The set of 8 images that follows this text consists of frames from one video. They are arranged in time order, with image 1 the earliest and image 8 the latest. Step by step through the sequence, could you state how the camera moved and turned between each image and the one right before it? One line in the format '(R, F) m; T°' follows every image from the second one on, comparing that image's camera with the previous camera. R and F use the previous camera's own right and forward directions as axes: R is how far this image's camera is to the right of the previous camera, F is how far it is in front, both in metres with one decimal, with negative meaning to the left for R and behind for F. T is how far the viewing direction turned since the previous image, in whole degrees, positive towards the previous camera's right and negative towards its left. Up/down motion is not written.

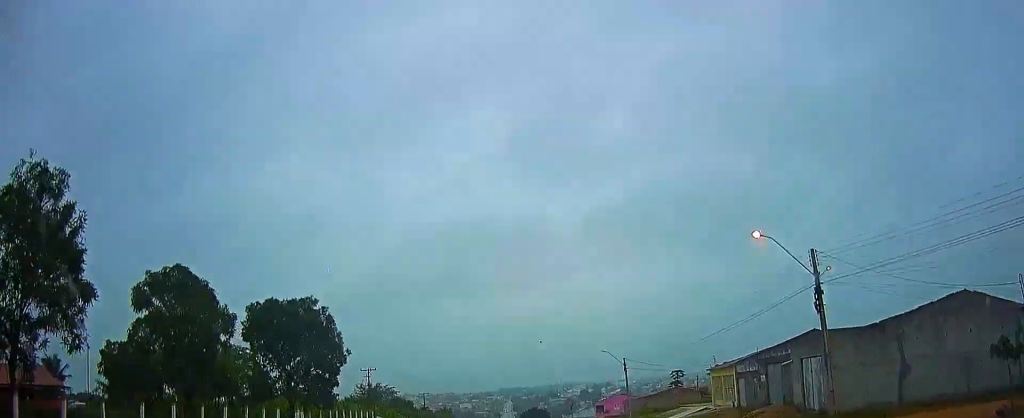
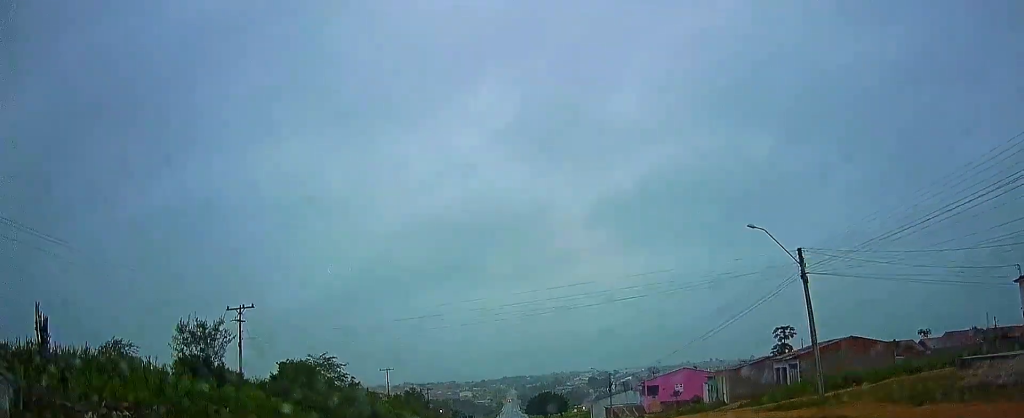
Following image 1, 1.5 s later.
(+0.7, +43.9) m; +1°
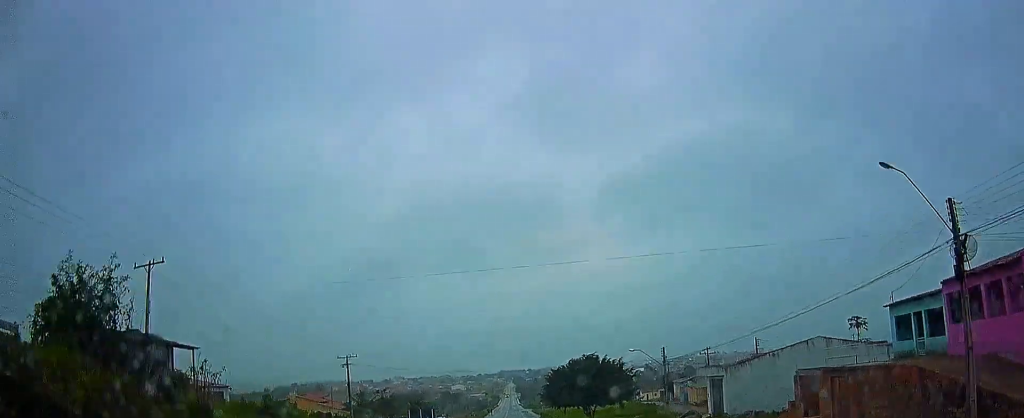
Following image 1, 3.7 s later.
(-1.3, +65.3) m; -2°
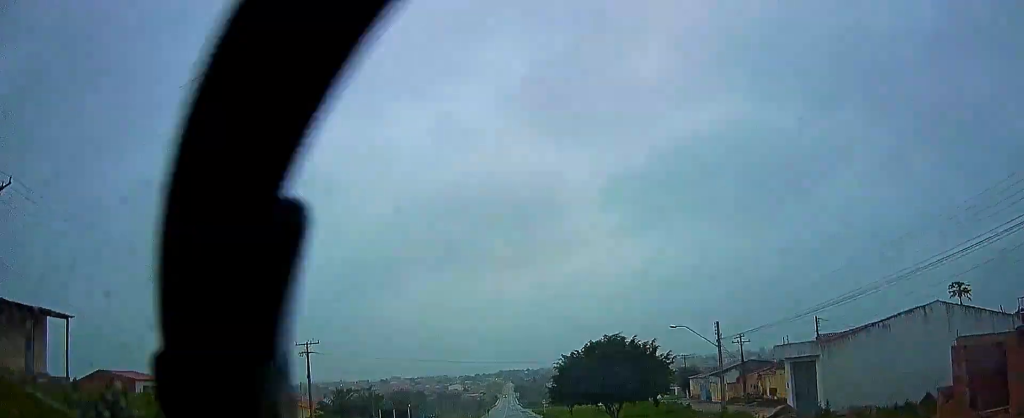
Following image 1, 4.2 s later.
(0.0, +13.6) m; 0°
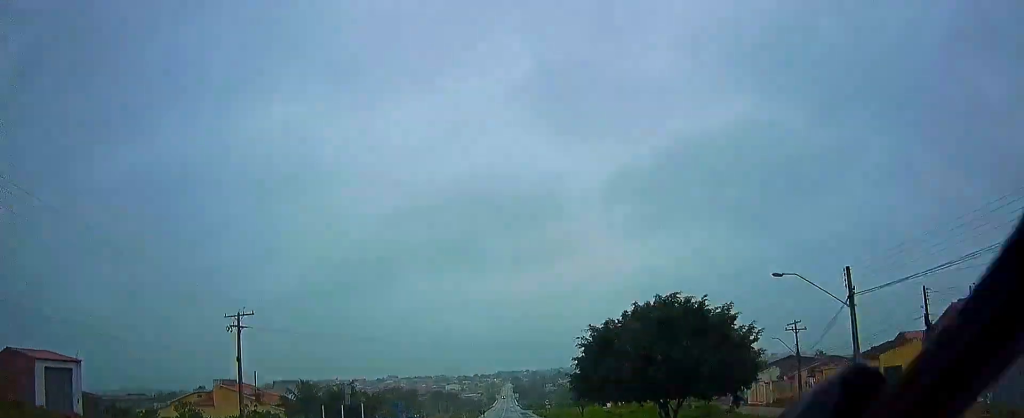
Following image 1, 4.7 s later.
(0.0, +15.5) m; 0°
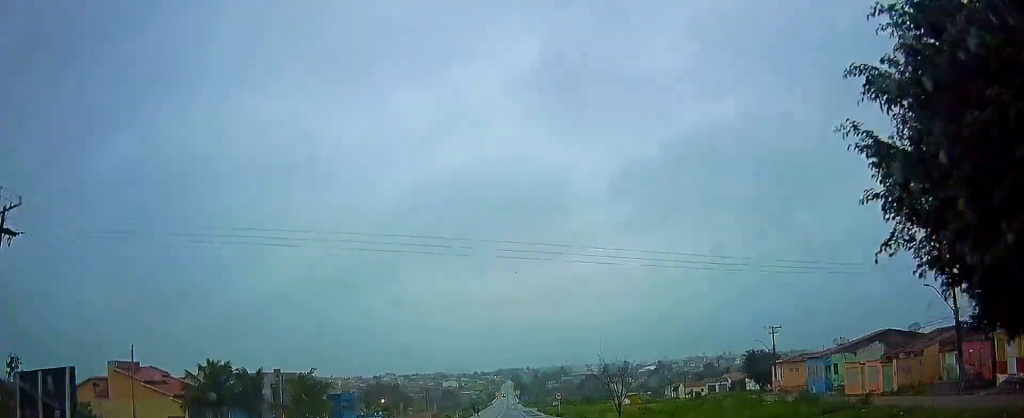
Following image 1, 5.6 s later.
(0.0, +25.8) m; +1°
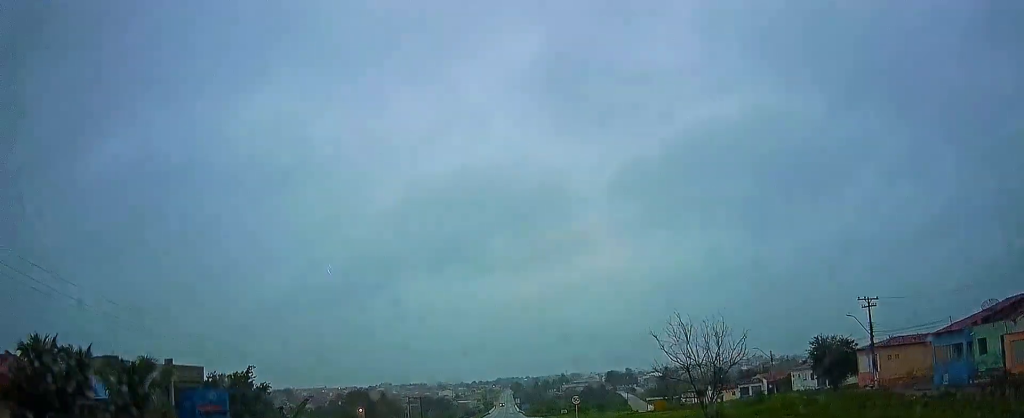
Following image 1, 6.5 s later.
(+0.2, +24.2) m; +1°
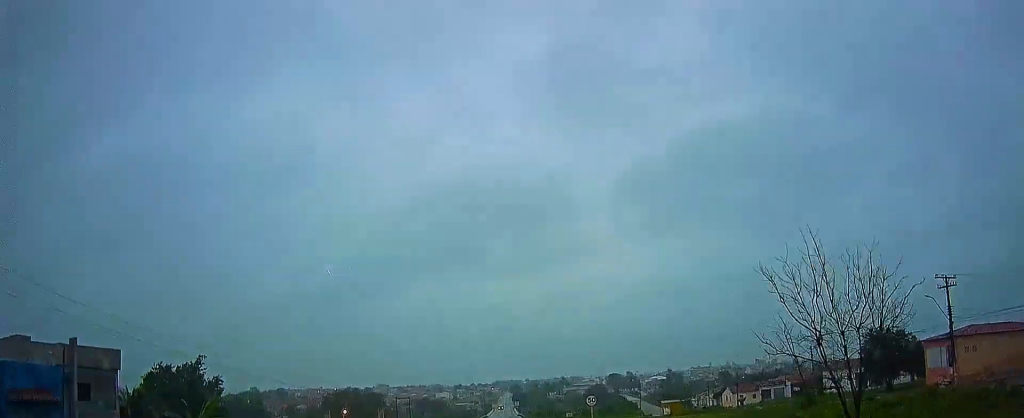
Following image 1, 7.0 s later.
(0.0, +12.8) m; +1°
